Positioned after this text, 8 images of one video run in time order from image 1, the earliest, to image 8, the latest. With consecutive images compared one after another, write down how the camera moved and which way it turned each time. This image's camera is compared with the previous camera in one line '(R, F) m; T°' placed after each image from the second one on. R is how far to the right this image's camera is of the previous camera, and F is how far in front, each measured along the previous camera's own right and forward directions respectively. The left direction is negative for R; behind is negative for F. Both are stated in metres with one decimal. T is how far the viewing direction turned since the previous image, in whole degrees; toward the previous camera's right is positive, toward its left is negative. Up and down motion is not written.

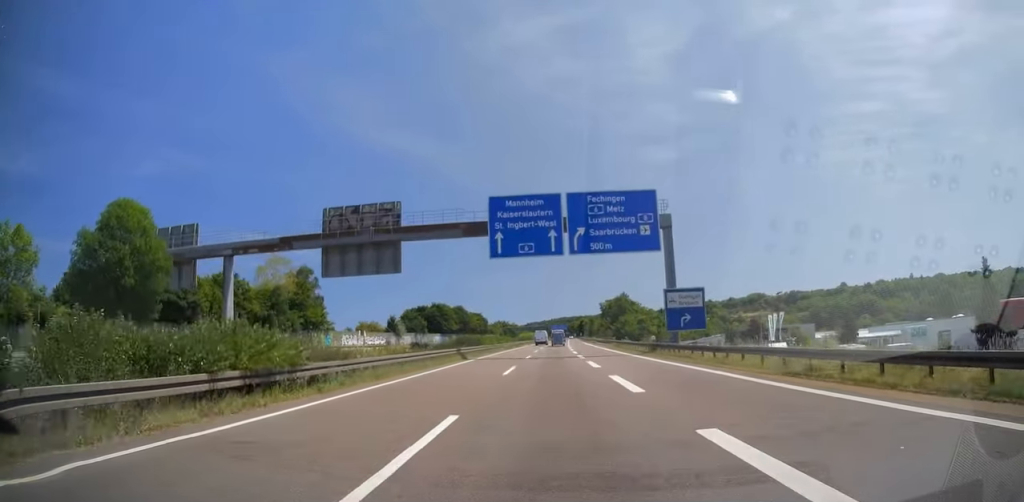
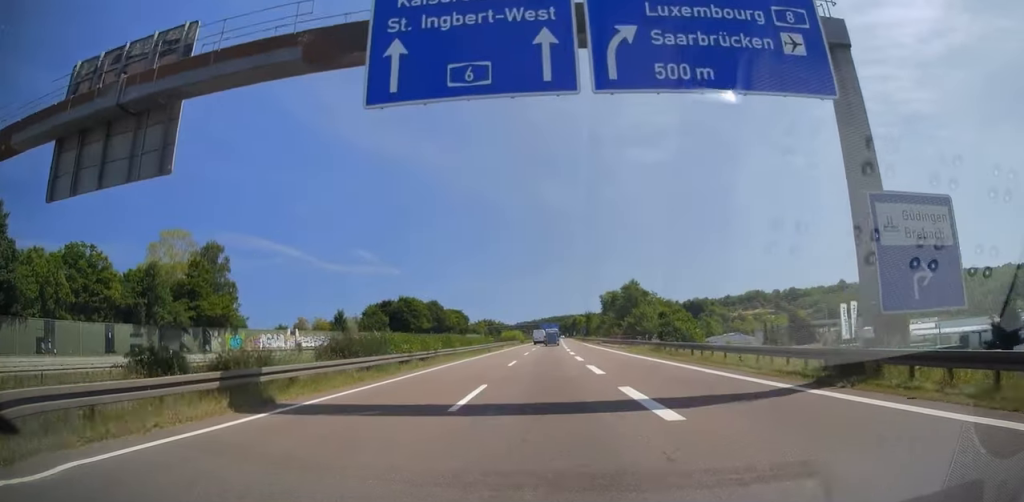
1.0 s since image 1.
(+0.3, +29.1) m; +1°
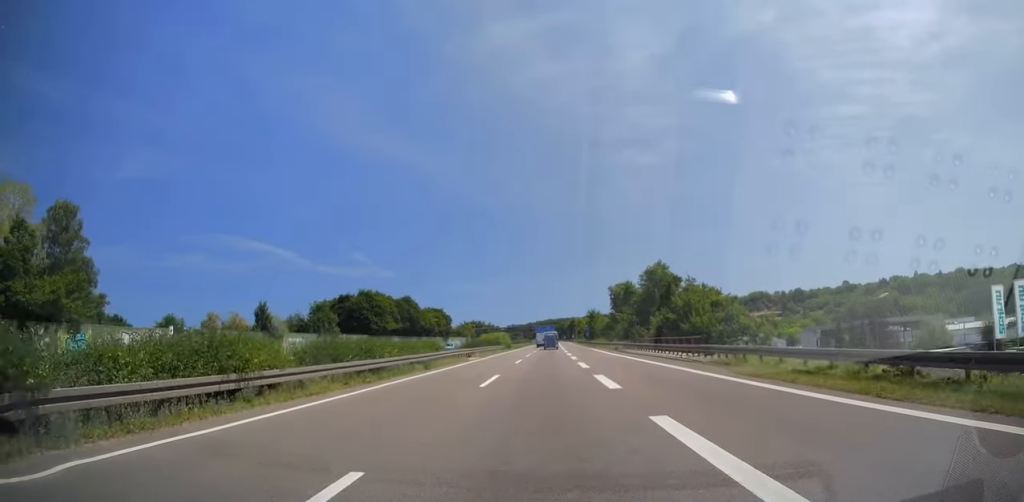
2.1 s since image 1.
(+0.2, +29.1) m; +1°
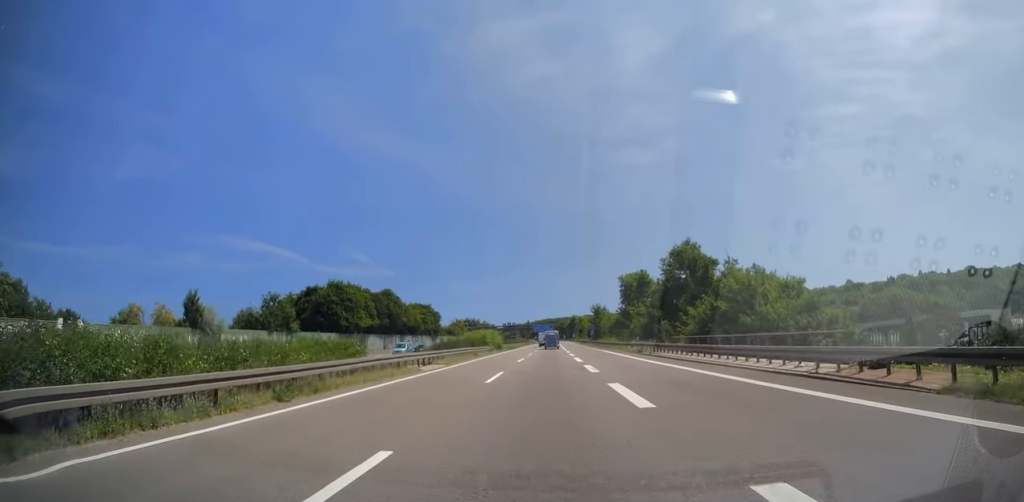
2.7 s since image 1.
(+0.1, +16.9) m; +1°
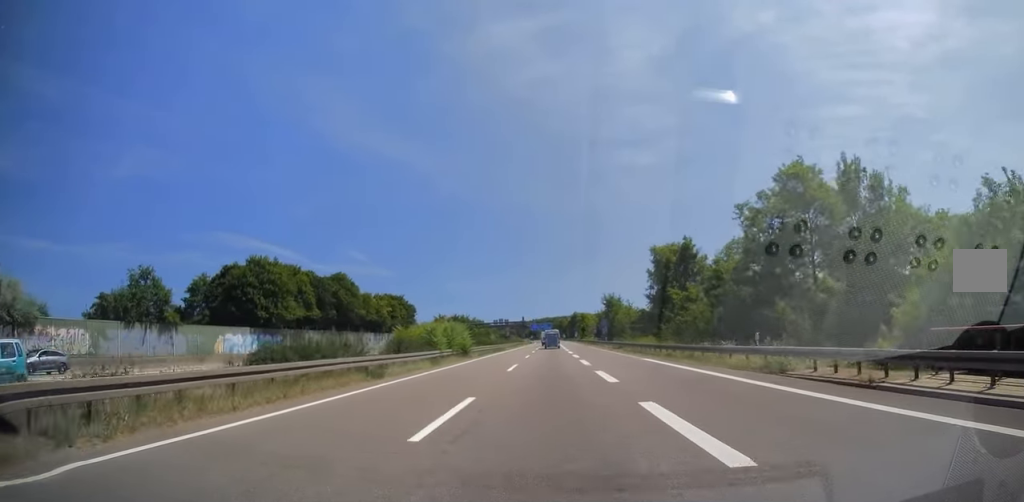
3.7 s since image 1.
(+0.1, +29.1) m; 0°
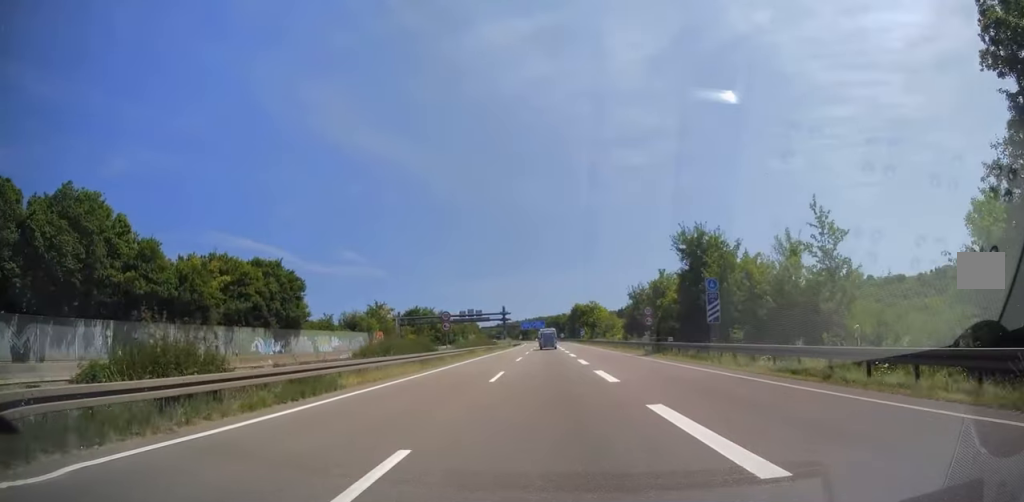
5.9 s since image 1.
(0.0, +60.2) m; 0°
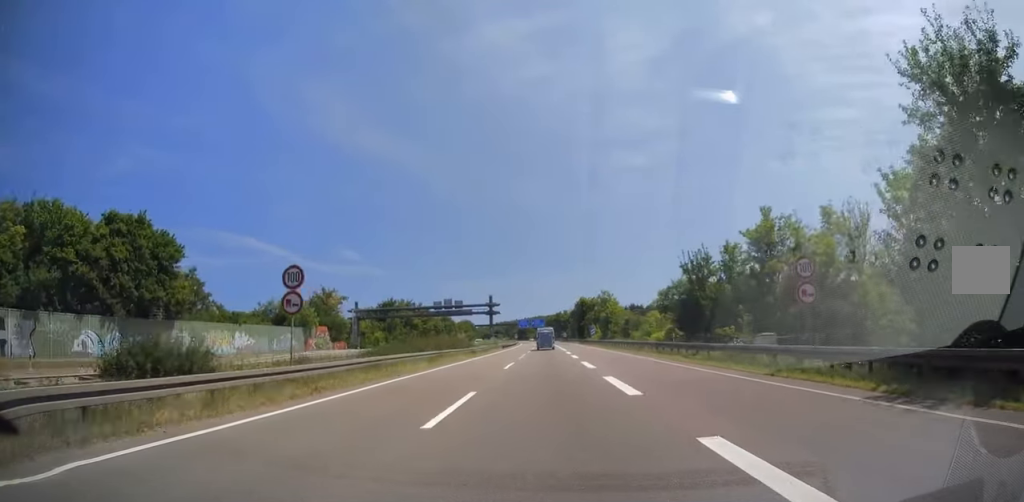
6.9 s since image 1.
(-0.1, +28.0) m; 0°
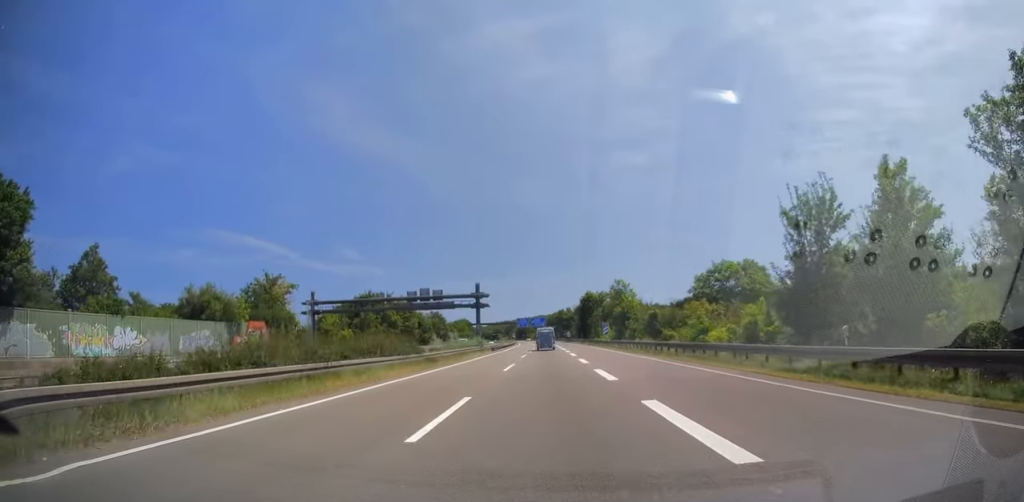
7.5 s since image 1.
(-0.1, +19.2) m; +1°
